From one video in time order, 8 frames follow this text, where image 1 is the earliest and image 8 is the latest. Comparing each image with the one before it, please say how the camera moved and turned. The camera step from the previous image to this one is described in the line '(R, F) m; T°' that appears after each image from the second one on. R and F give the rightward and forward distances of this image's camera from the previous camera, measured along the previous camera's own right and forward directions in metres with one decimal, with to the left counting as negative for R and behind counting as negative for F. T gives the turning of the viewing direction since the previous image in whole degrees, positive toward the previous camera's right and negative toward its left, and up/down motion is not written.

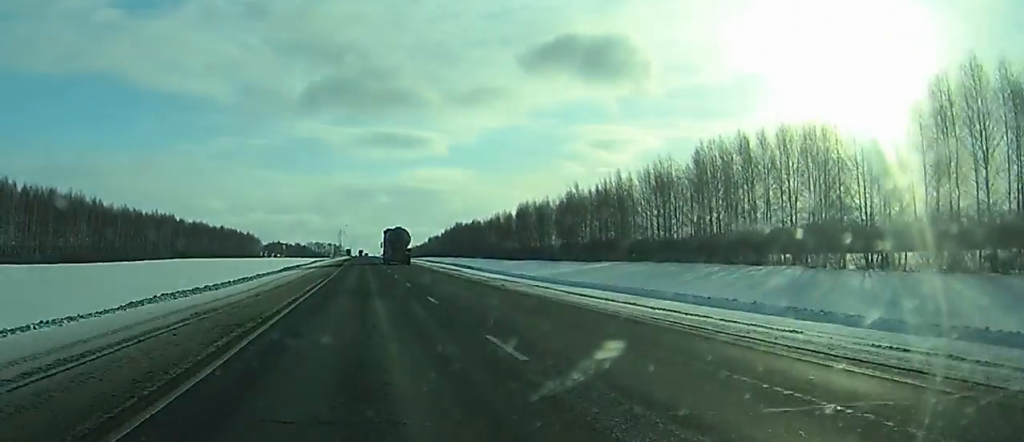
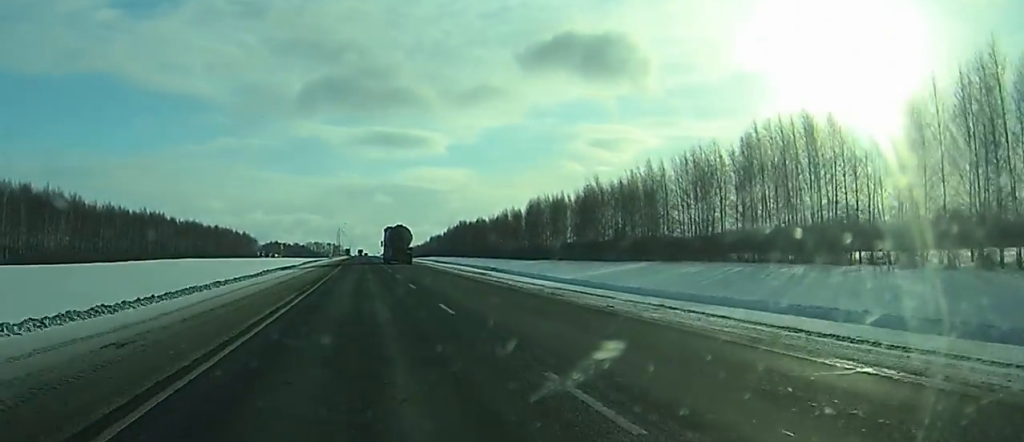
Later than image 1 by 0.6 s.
(0.0, +16.3) m; 0°
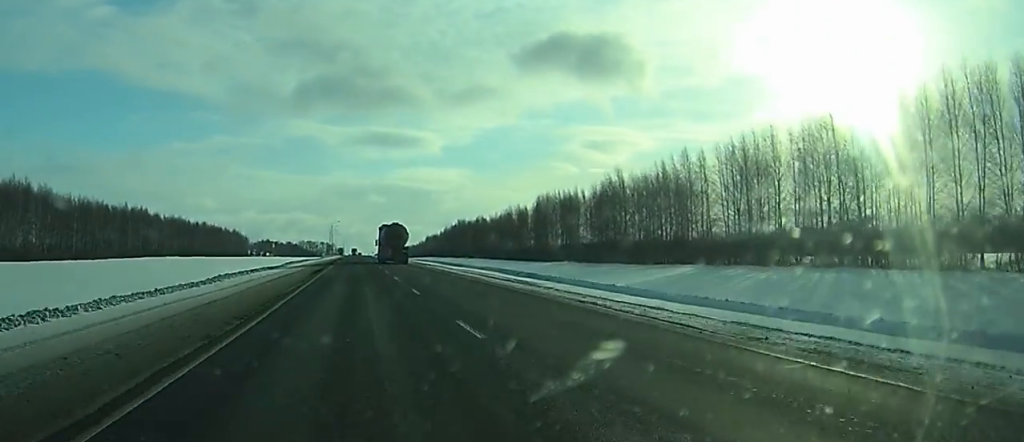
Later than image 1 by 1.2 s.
(0.0, +17.4) m; 0°
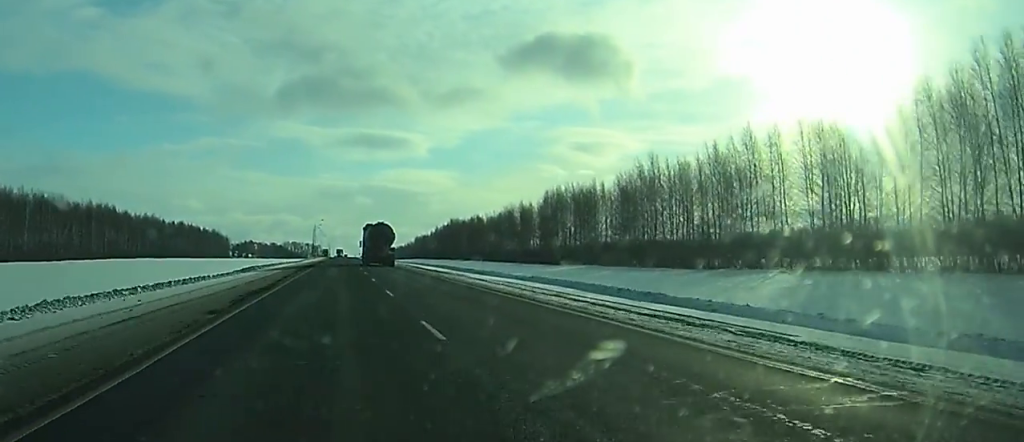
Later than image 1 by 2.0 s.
(+0.1, +24.2) m; 0°
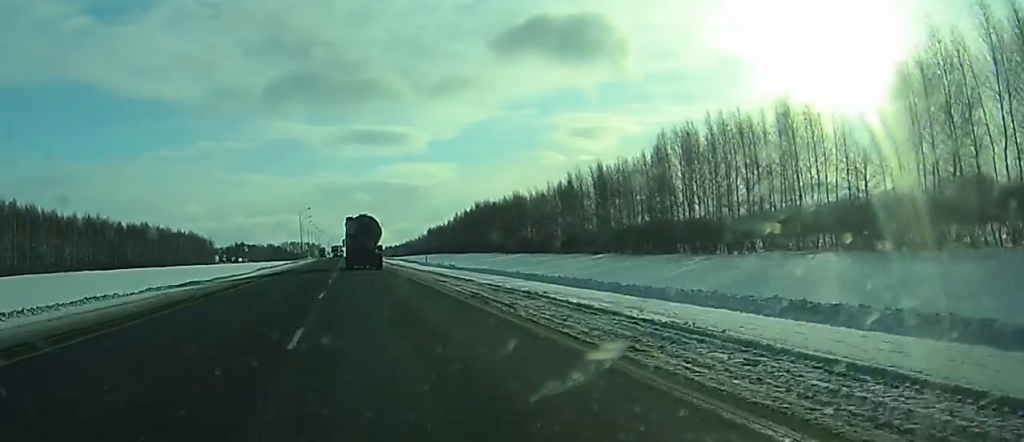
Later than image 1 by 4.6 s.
(+1.3, +74.5) m; +2°
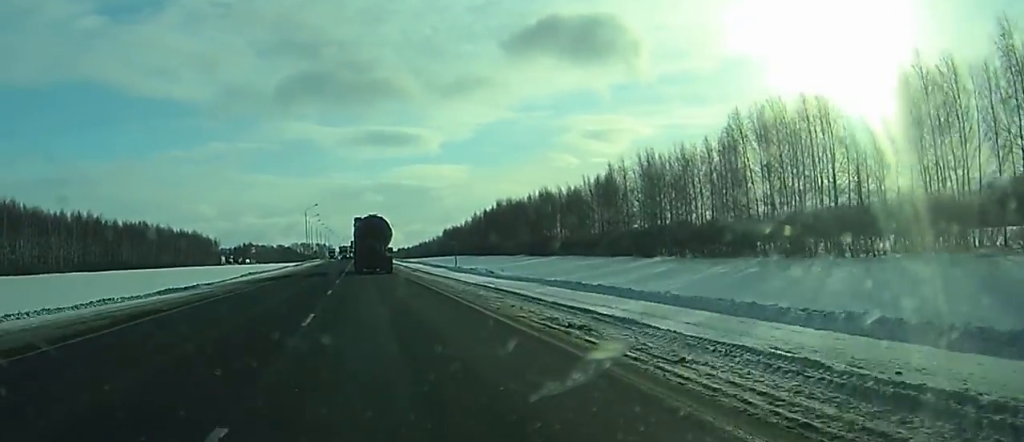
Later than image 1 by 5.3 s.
(0.0, +20.5) m; 0°
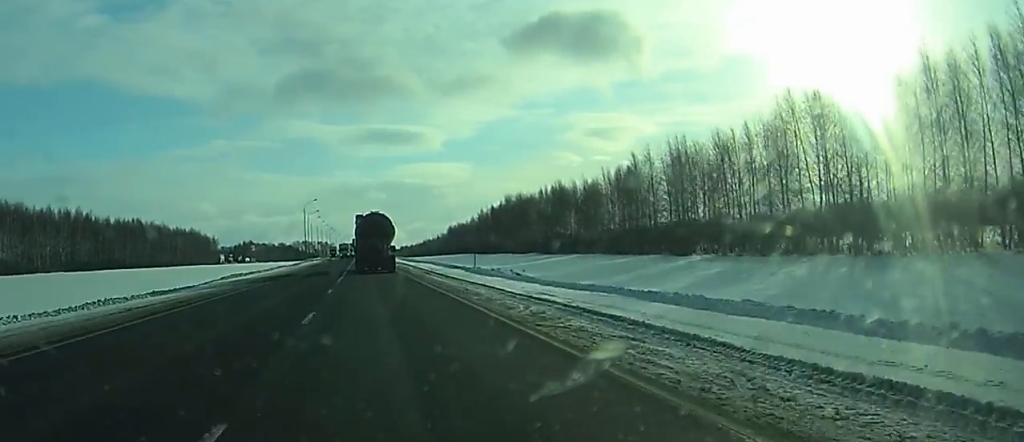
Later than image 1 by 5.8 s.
(0.0, +12.1) m; 0°
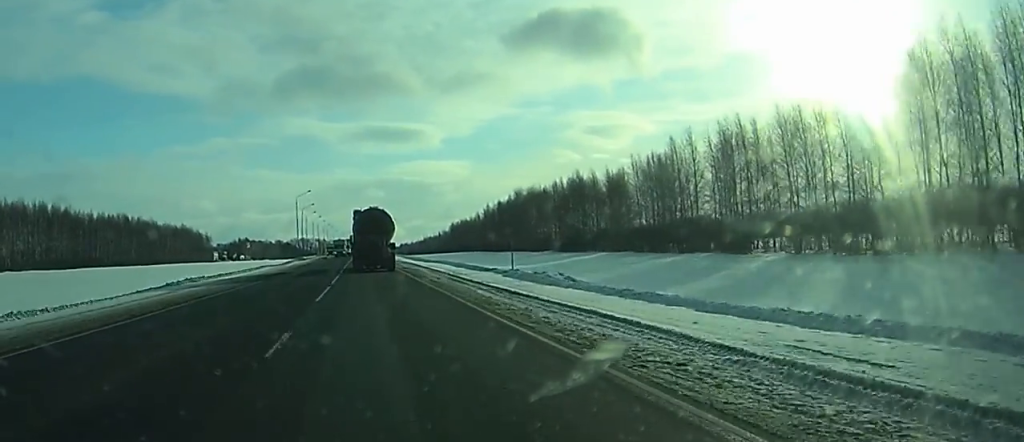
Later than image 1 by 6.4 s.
(-0.1, +17.4) m; 0°
